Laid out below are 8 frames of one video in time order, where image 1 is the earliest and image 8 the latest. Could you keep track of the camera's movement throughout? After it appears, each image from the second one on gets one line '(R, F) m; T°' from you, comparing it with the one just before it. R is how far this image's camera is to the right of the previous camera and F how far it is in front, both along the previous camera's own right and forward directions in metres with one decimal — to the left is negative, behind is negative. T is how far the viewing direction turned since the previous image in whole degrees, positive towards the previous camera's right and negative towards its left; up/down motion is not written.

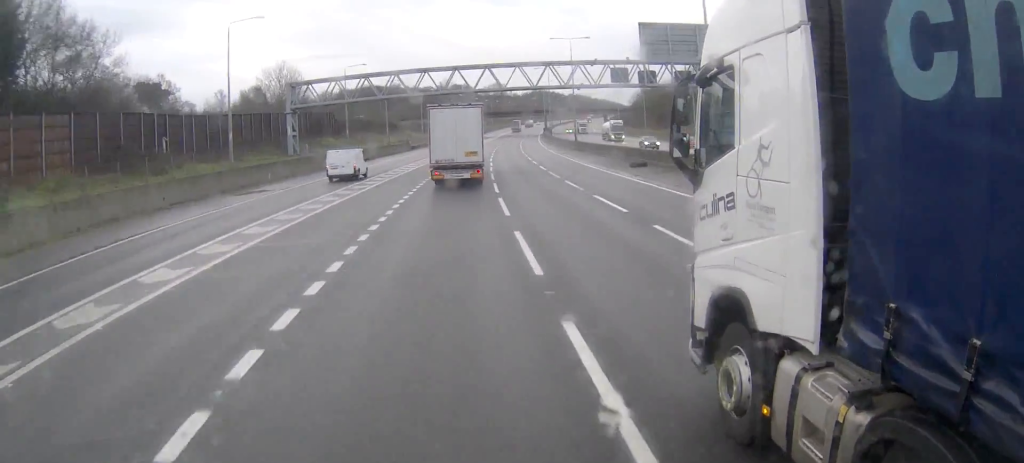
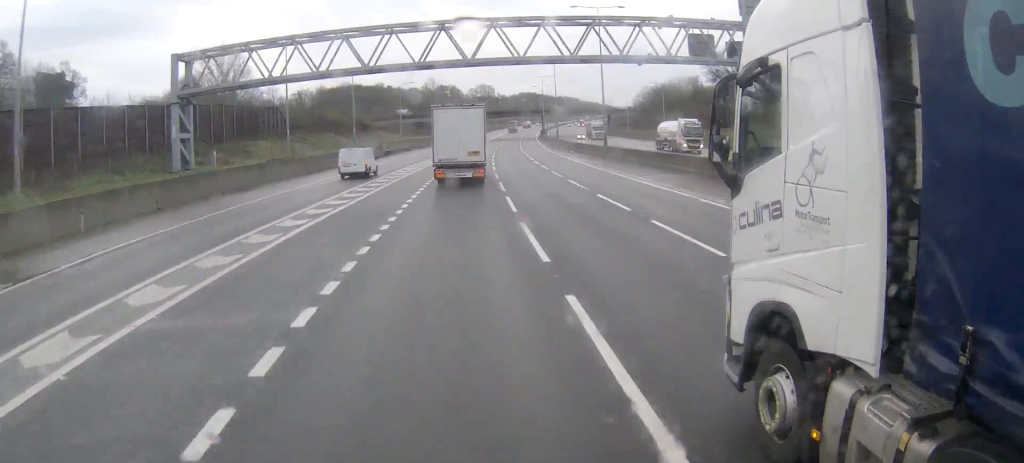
(+0.2, +25.5) m; +1°
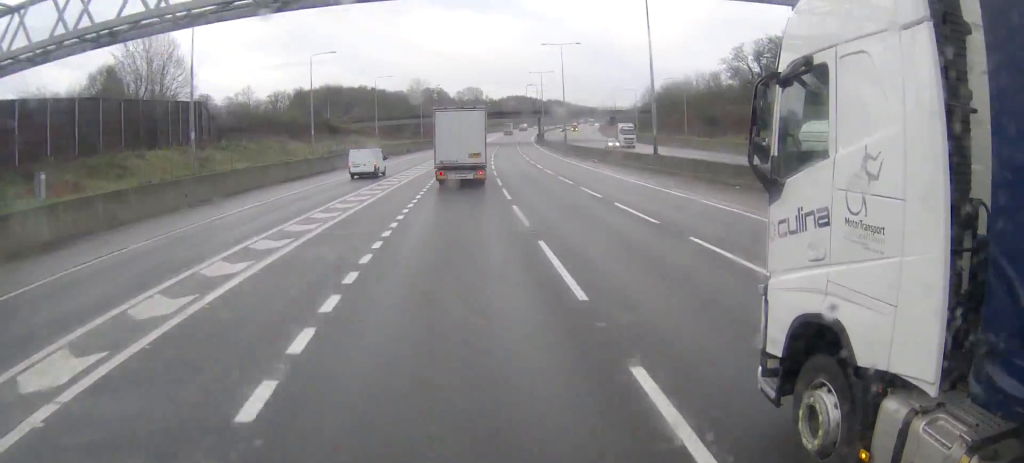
(+0.2, +20.8) m; +1°
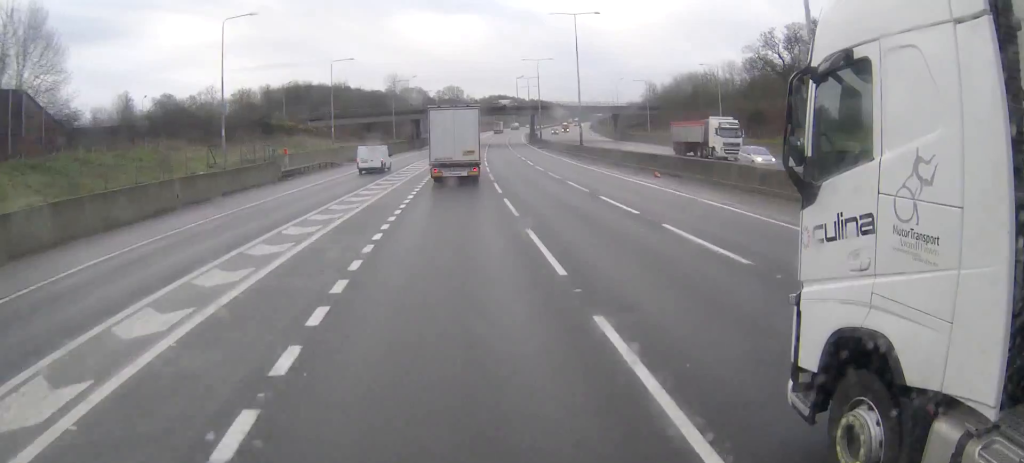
(+0.3, +24.3) m; +1°
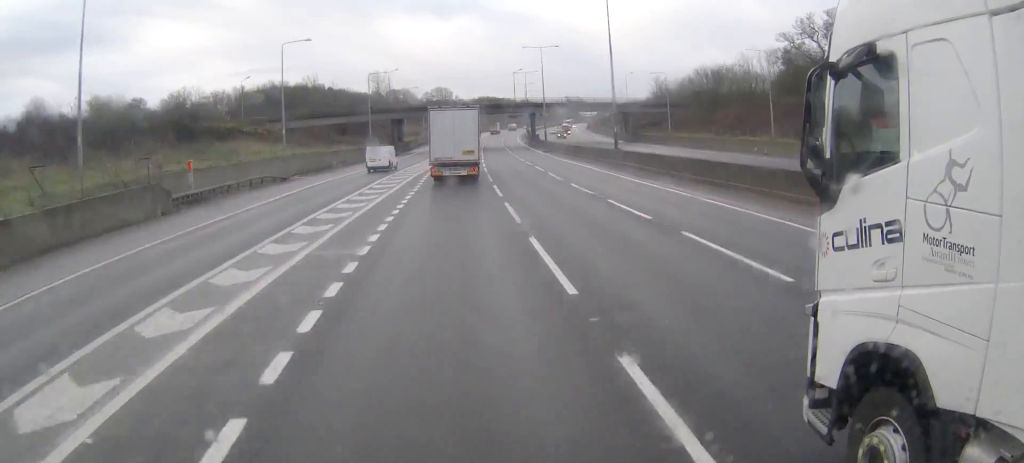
(+0.1, +19.5) m; +1°
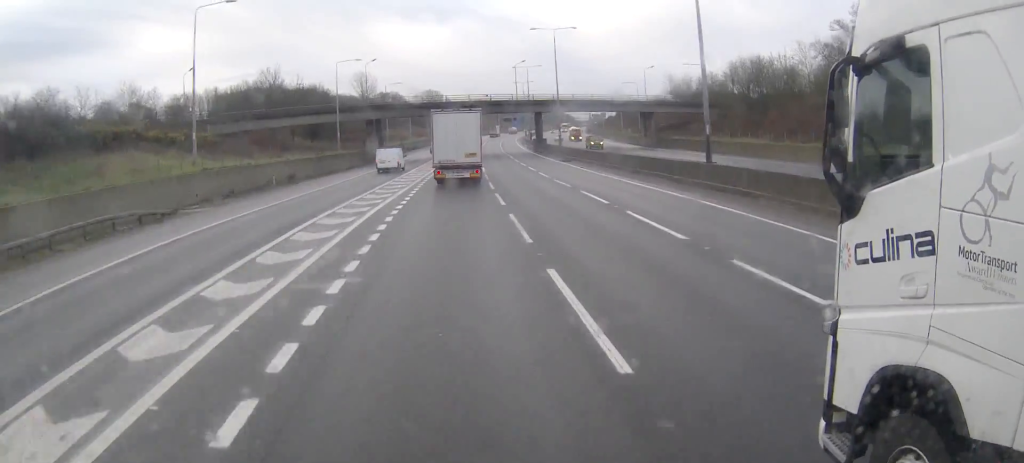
(+0.1, +20.8) m; +1°
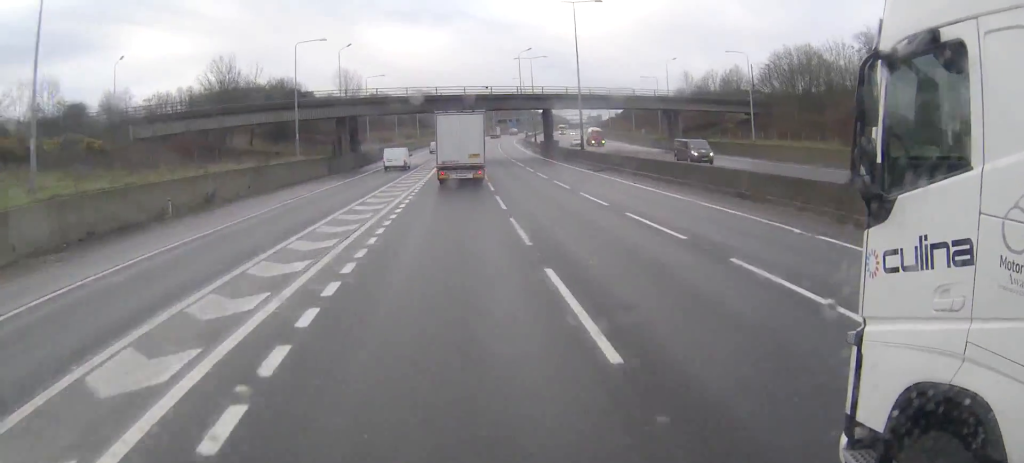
(+0.1, +17.7) m; +1°
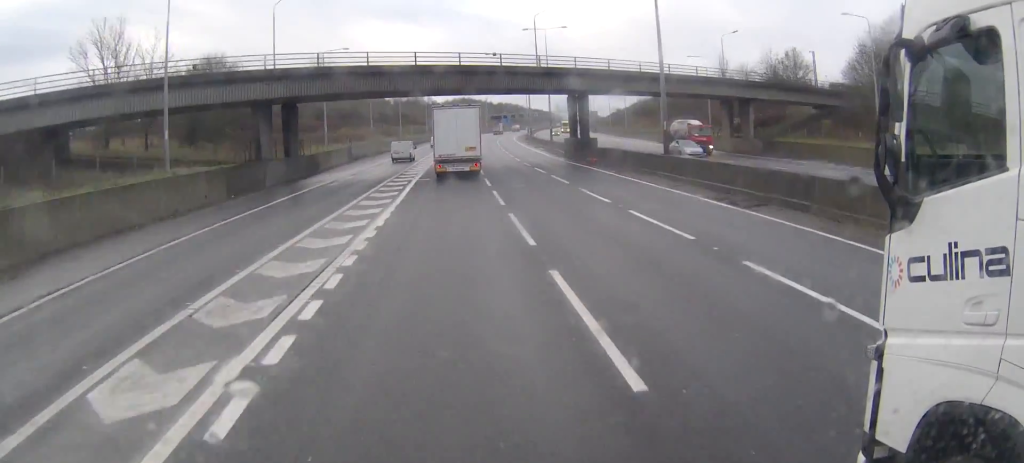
(+0.3, +26.9) m; +1°
